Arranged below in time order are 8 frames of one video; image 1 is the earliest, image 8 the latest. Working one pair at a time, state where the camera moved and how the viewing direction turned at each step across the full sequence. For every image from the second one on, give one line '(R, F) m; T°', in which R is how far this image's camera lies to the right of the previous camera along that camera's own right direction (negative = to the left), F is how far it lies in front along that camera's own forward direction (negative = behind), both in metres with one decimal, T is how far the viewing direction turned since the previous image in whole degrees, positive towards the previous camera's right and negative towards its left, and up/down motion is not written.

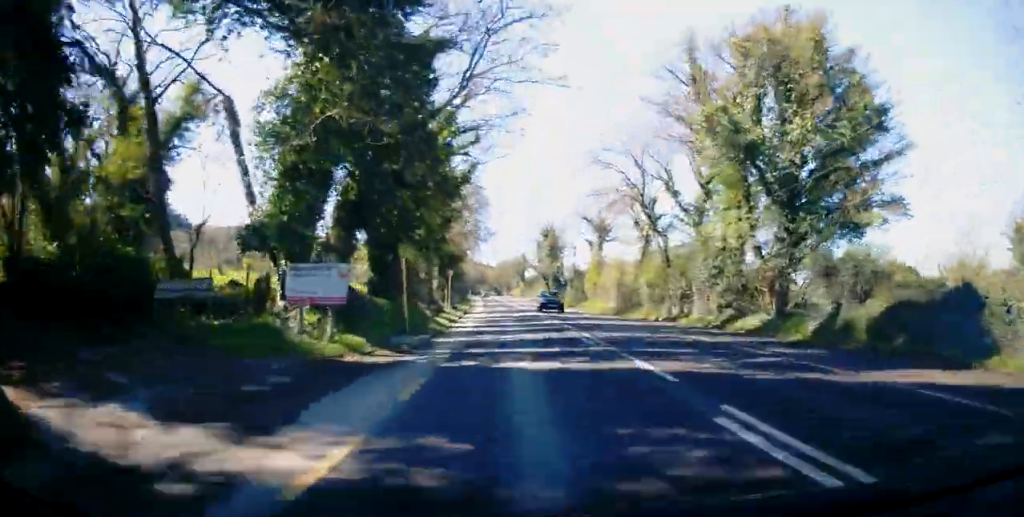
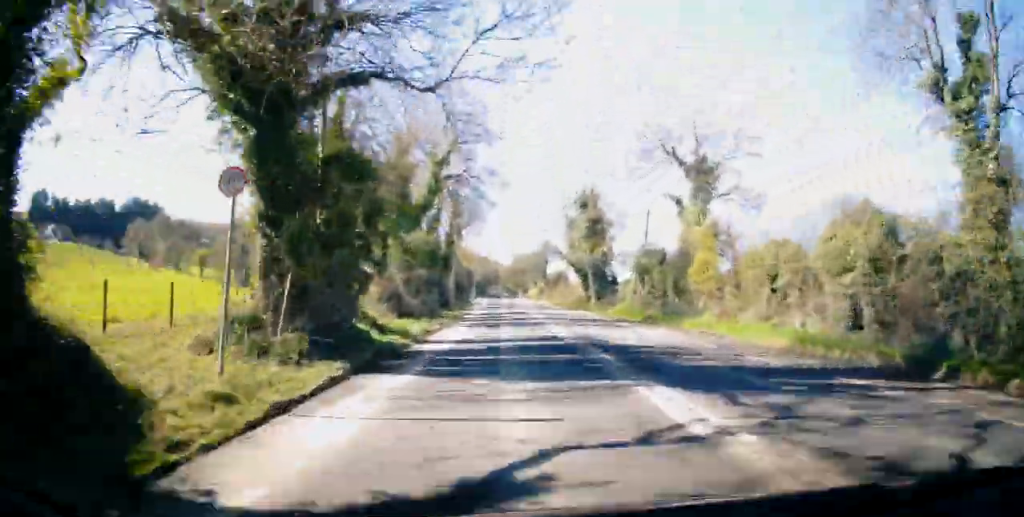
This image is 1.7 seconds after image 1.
(-0.4, +33.5) m; -1°
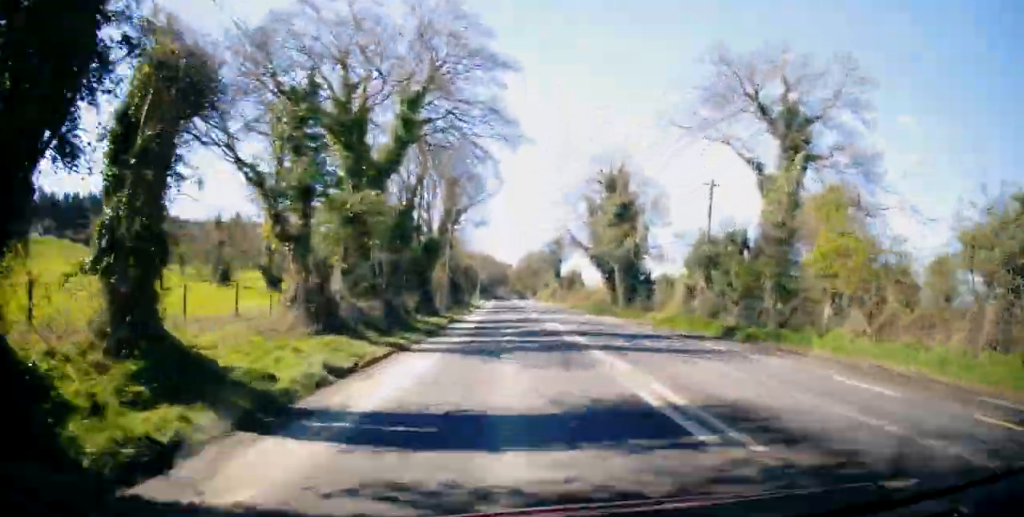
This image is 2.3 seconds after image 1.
(0.0, +12.1) m; 0°
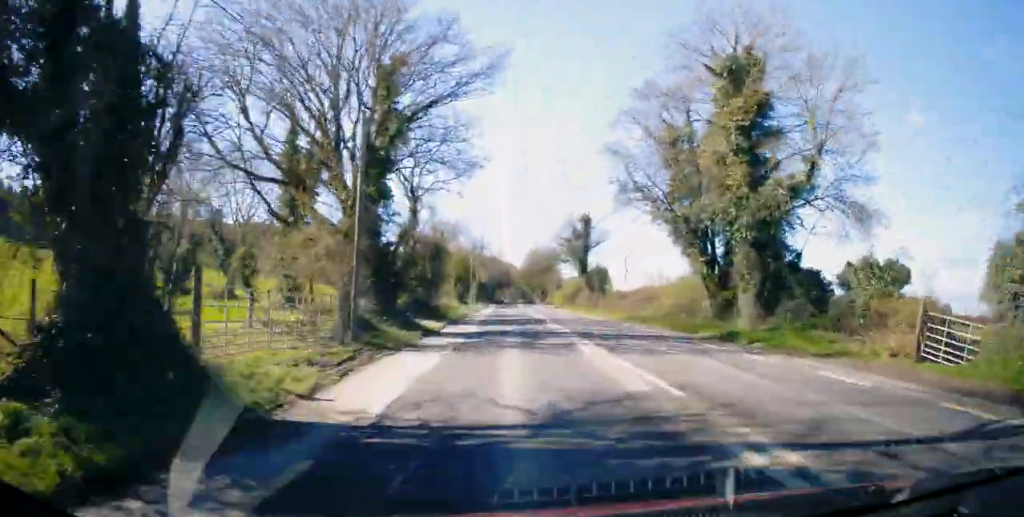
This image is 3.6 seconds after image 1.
(0.0, +26.7) m; 0°
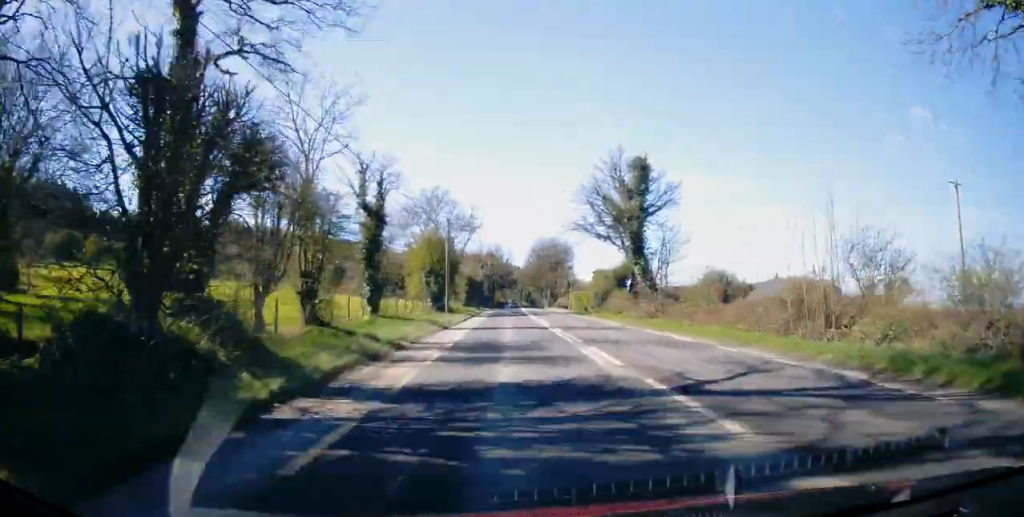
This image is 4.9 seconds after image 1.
(-0.3, +26.0) m; -2°
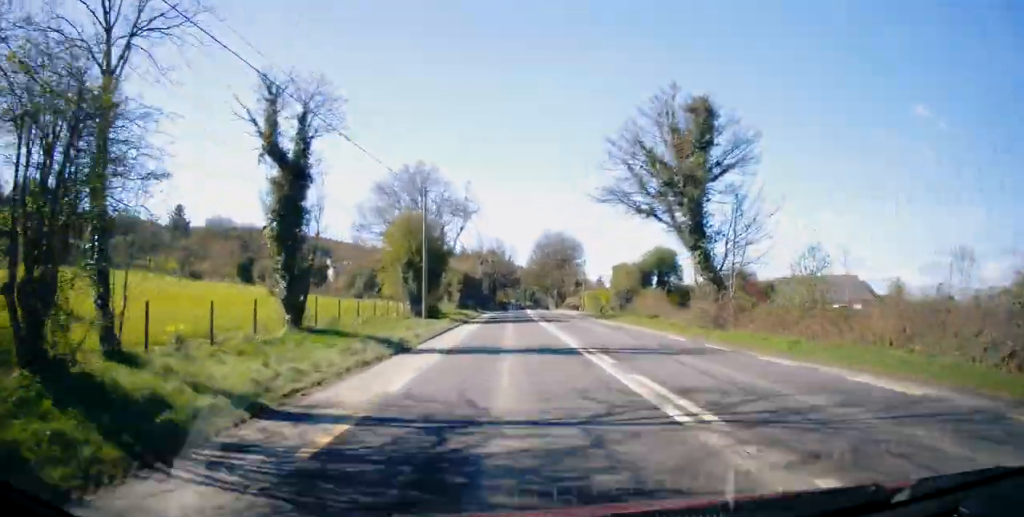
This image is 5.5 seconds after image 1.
(-0.1, +11.4) m; -1°
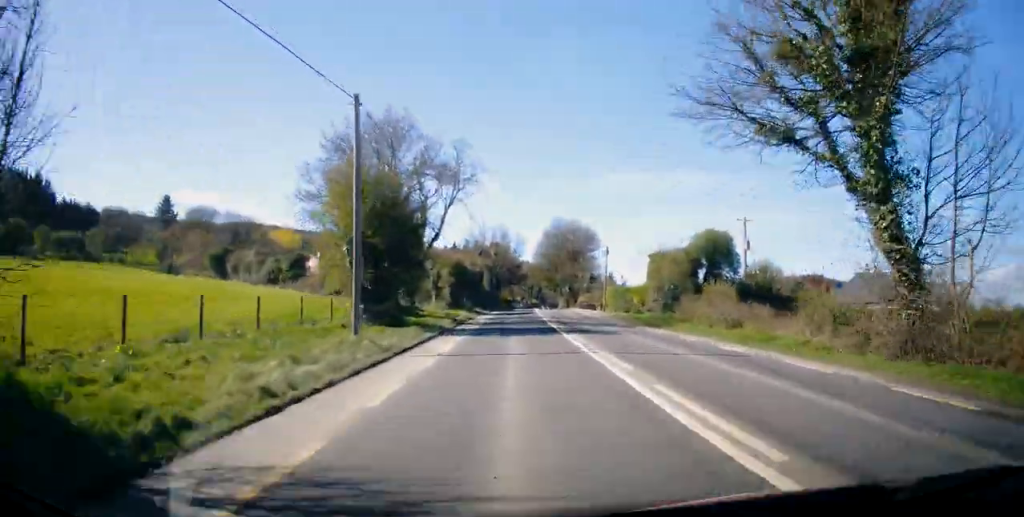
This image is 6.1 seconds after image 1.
(0.0, +13.3) m; 0°
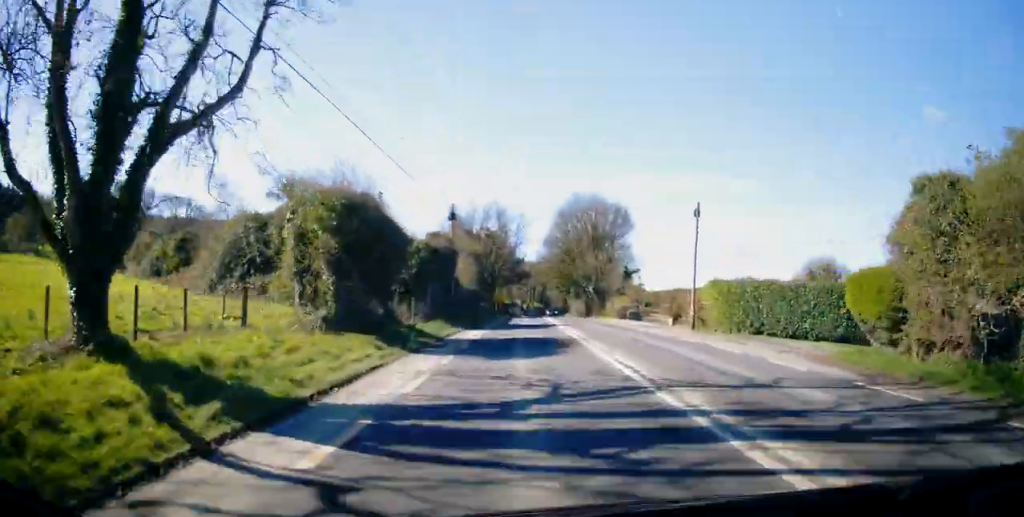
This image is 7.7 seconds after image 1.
(+0.2, +30.2) m; +1°
